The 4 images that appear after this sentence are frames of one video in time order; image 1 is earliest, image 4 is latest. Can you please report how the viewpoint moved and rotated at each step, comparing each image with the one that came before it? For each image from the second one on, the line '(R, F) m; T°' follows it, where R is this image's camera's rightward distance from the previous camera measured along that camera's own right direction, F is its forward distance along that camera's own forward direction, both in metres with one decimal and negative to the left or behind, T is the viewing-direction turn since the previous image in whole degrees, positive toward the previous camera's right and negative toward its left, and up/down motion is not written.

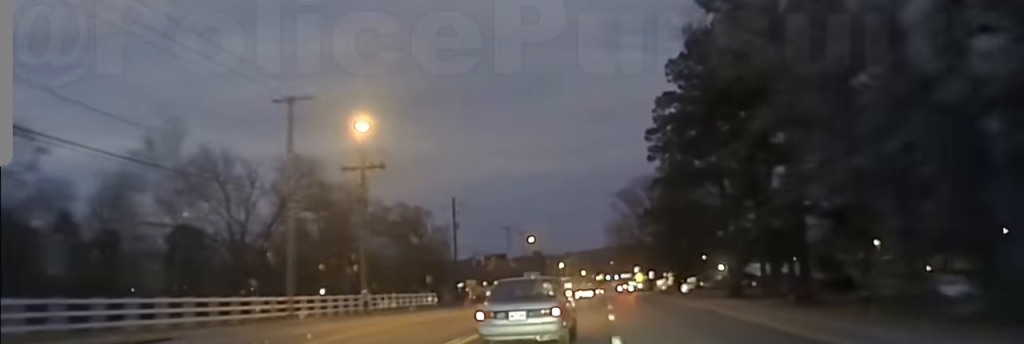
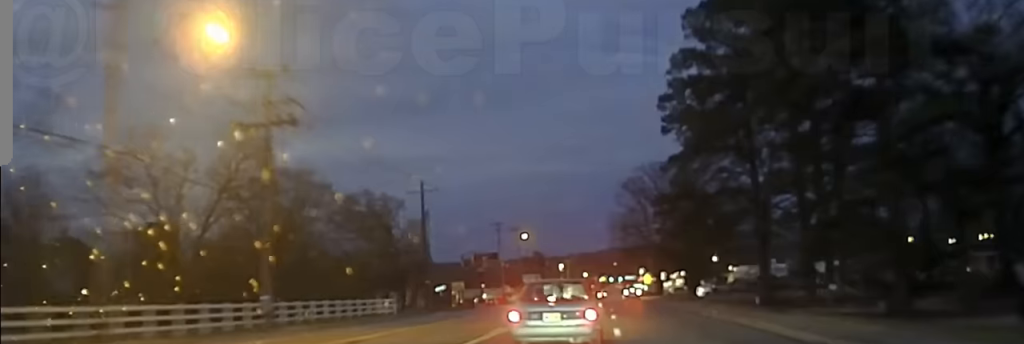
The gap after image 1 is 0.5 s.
(0.0, +15.4) m; 0°
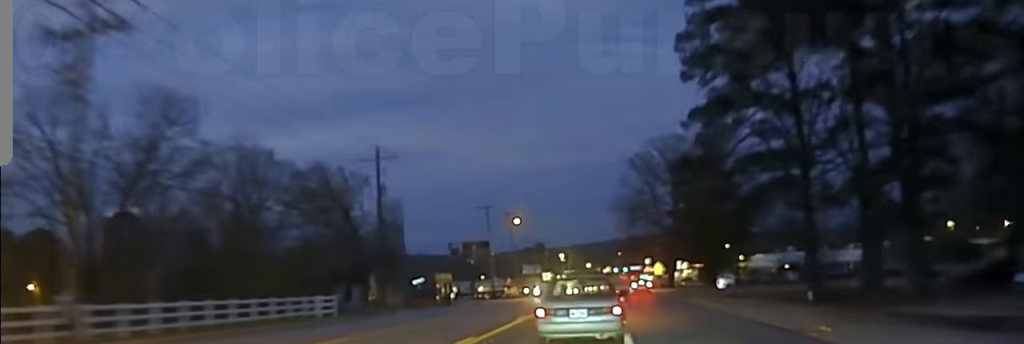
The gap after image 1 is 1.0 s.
(+0.1, +14.5) m; 0°
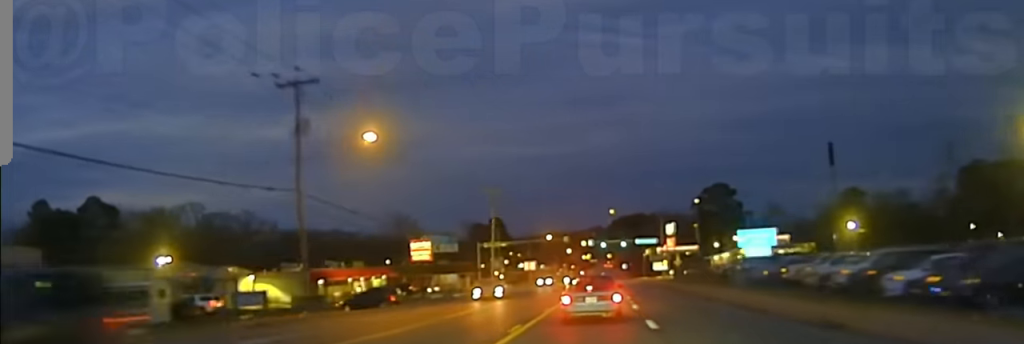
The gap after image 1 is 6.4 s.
(-1.6, +171.8) m; 0°
